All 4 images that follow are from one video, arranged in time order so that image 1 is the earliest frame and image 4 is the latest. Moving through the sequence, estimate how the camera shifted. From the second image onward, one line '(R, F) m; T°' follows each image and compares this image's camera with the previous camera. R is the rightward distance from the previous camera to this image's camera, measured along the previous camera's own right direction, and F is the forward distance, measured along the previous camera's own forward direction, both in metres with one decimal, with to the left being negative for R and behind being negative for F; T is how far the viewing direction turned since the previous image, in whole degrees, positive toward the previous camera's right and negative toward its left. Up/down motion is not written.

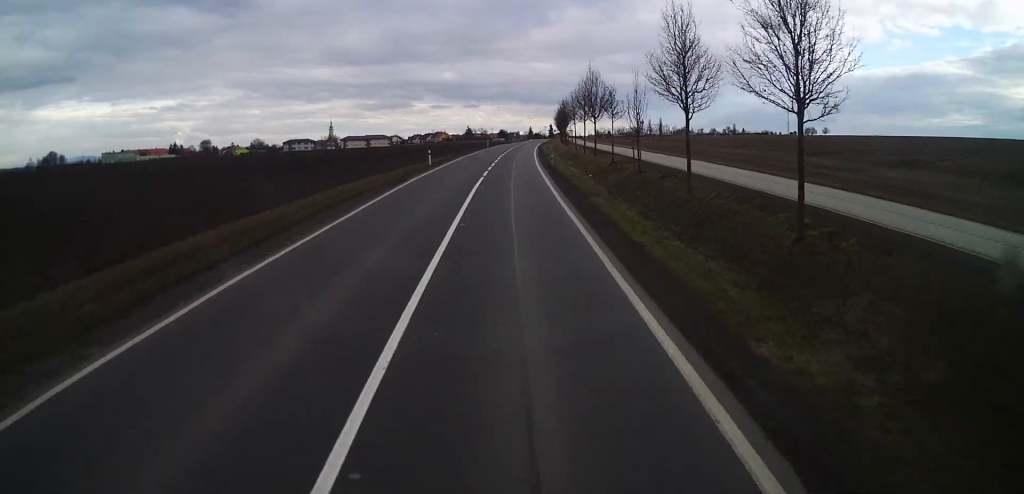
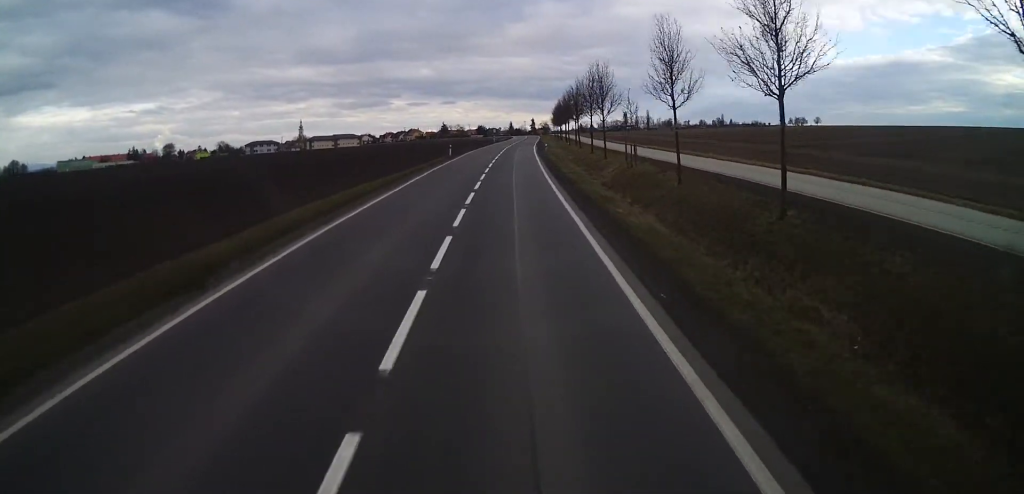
(+0.8, +39.9) m; +2°
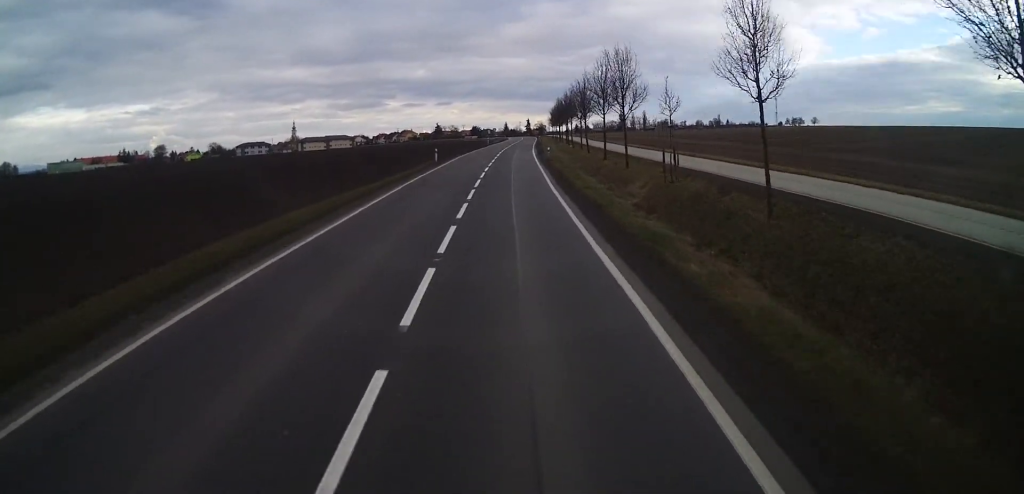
(0.0, +7.6) m; 0°
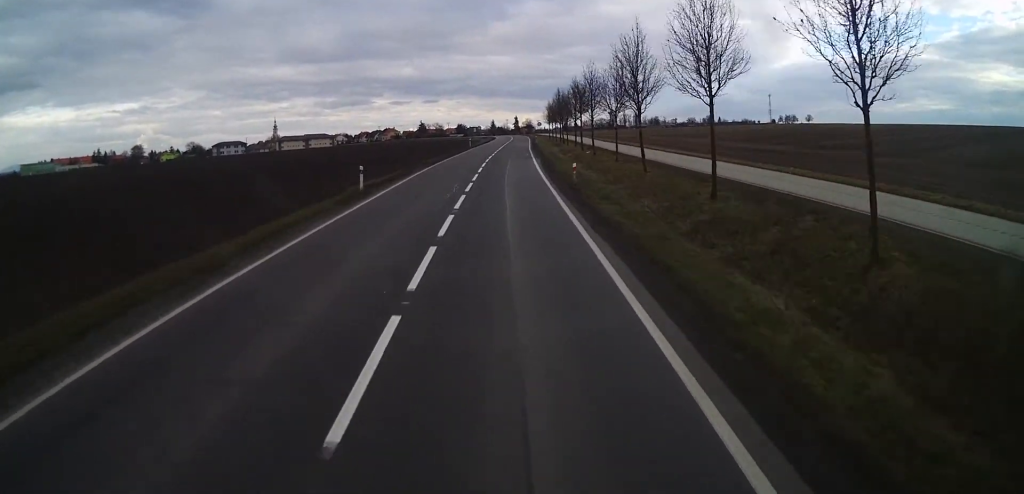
(0.0, +20.9) m; +1°
